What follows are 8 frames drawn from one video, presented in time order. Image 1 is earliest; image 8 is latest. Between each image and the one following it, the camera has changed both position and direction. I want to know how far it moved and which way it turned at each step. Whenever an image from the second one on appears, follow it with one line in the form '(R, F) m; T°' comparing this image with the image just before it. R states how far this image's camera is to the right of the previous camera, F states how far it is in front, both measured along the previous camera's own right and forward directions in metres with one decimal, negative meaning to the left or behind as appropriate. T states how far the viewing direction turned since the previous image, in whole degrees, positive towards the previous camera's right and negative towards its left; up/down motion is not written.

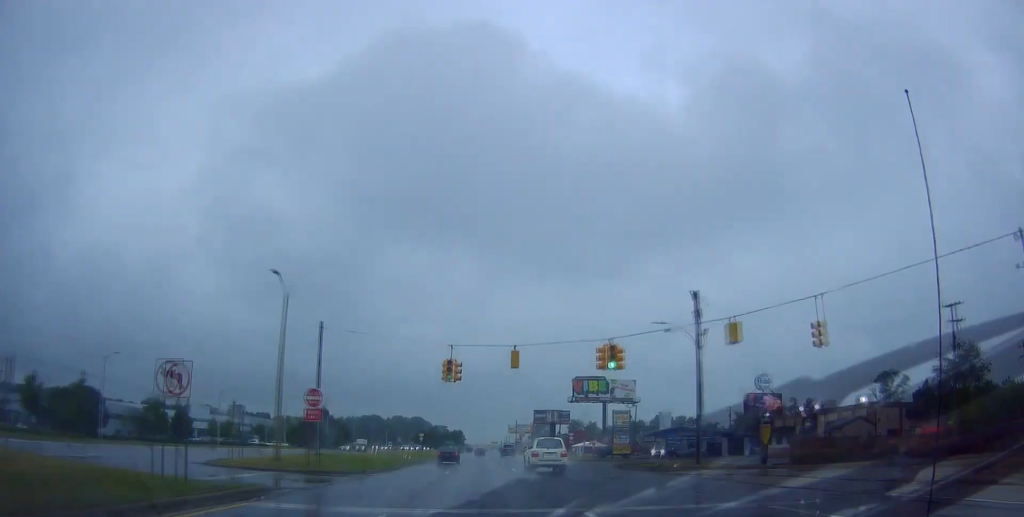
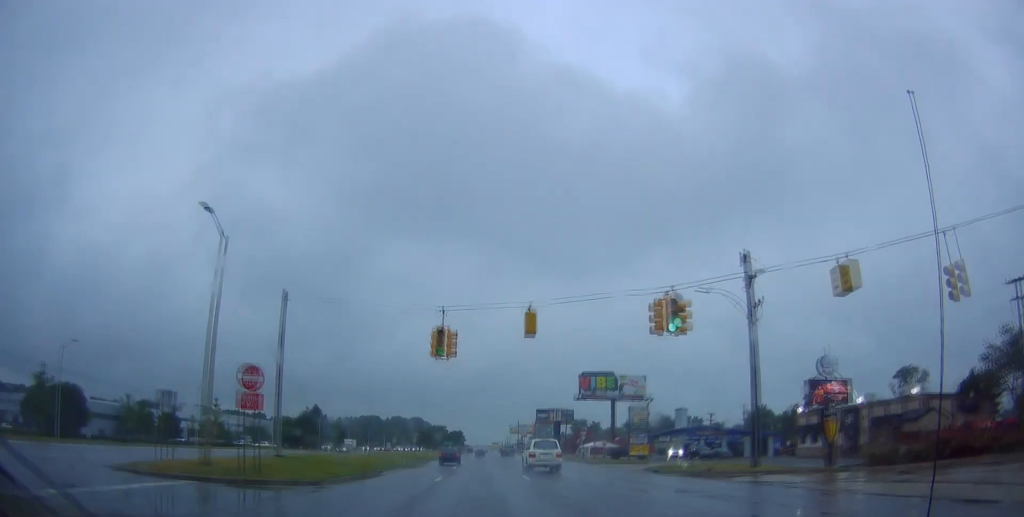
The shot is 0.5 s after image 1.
(+0.1, +8.1) m; +1°
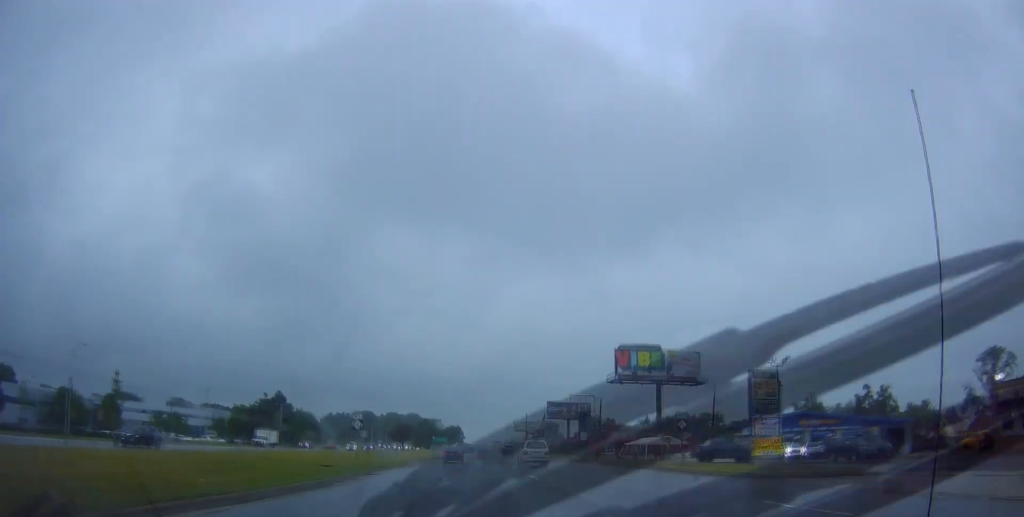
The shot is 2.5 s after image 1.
(-0.2, +32.0) m; -2°
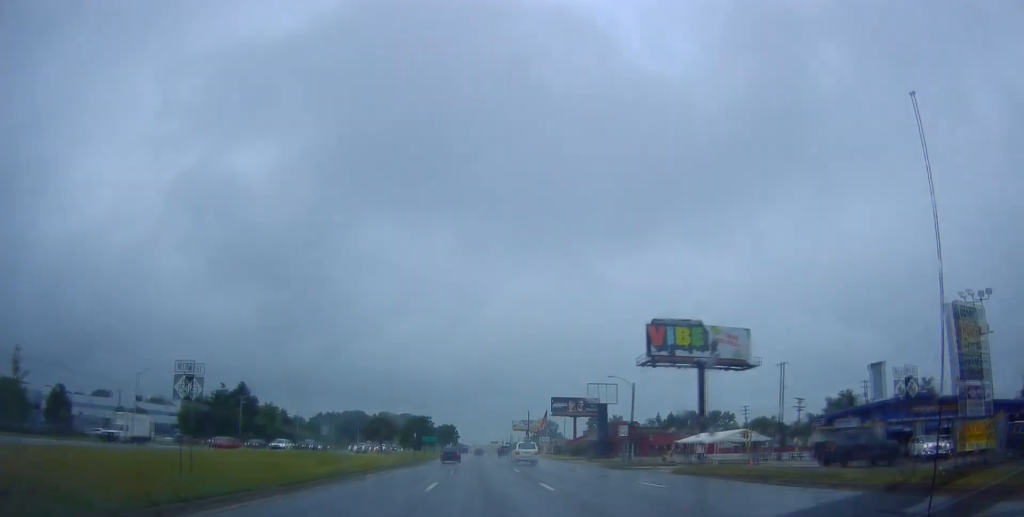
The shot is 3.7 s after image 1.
(-0.3, +19.8) m; +1°
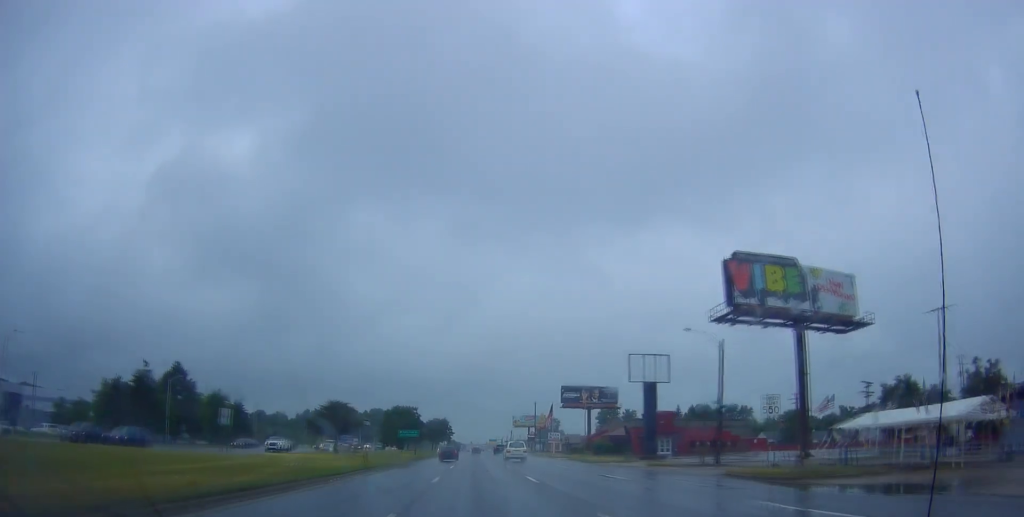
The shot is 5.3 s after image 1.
(+0.6, +25.8) m; +1°
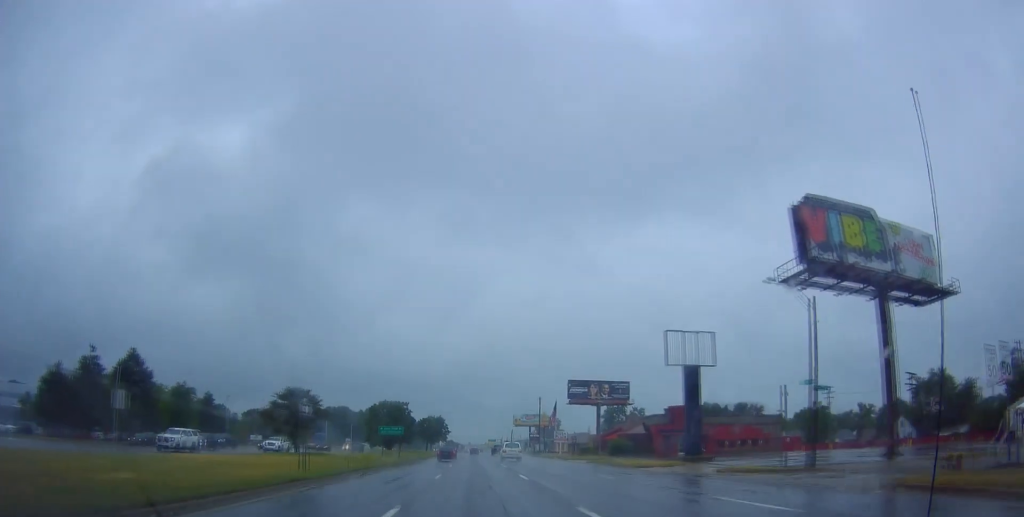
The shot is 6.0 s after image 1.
(0.0, +13.2) m; -1°
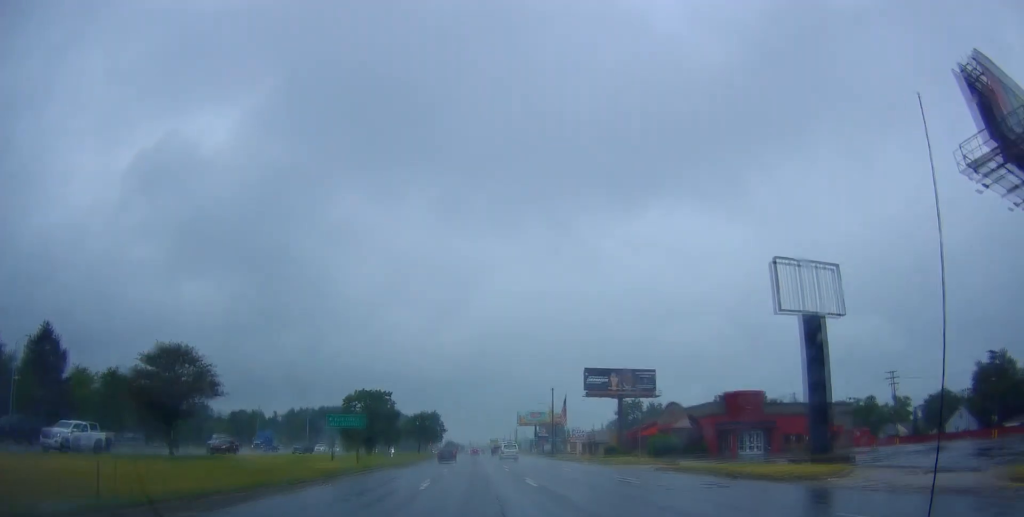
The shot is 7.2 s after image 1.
(-0.5, +20.4) m; -1°
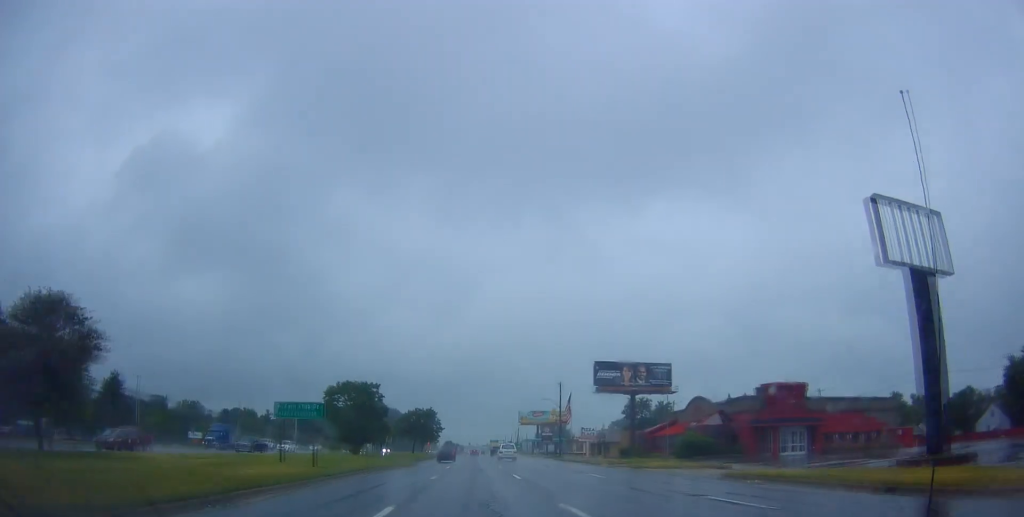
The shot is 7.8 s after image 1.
(+0.1, +10.1) m; +1°
